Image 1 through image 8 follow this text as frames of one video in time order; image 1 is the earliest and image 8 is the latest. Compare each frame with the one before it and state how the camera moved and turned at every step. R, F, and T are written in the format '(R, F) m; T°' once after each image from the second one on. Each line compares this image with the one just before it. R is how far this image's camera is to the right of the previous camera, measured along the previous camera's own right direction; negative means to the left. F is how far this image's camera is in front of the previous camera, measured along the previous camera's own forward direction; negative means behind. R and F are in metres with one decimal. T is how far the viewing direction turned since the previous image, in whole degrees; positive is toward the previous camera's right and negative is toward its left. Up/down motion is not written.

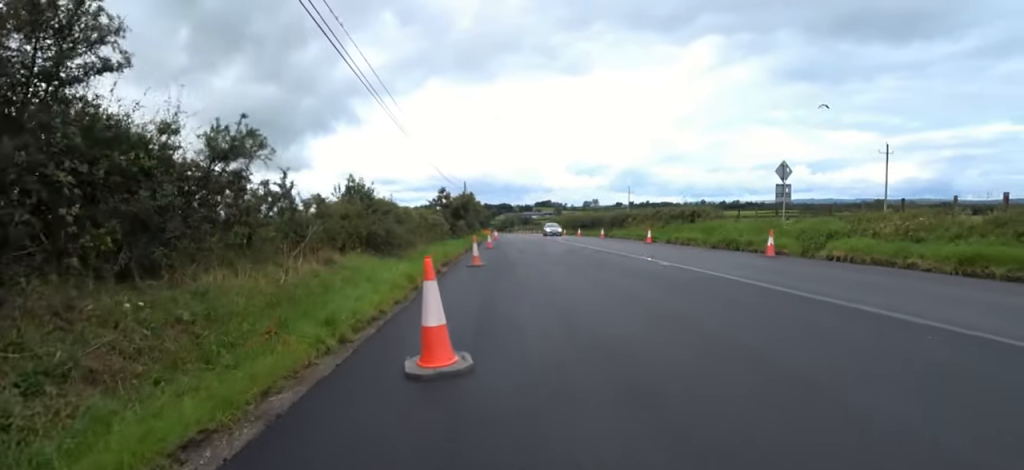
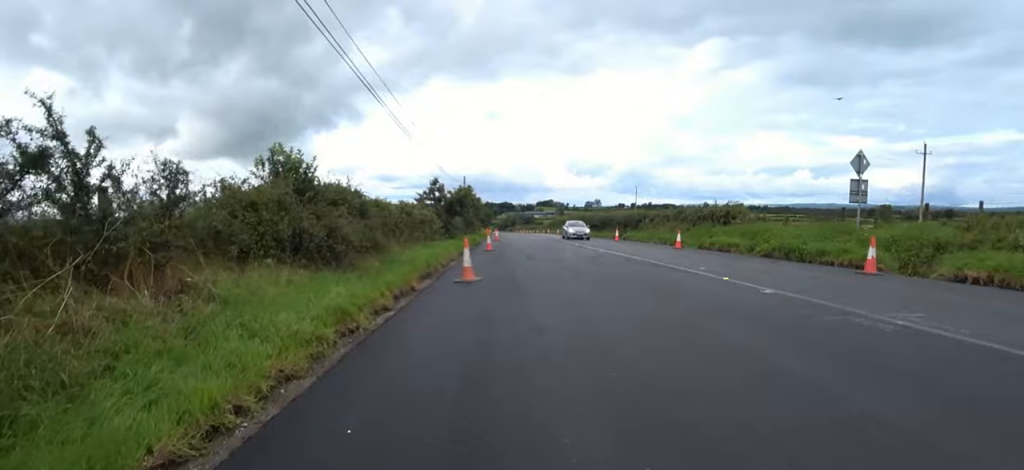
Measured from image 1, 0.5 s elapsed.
(-0.4, +4.4) m; +3°
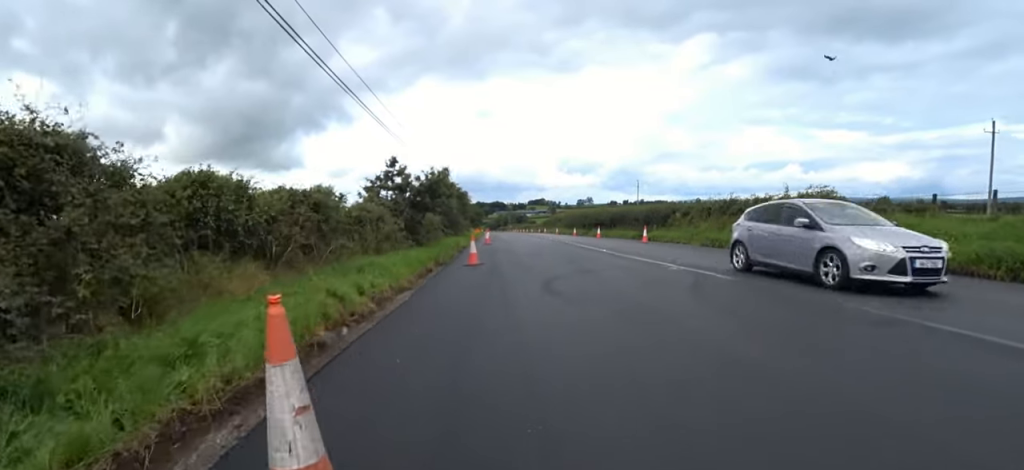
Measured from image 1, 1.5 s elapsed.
(+0.6, +8.2) m; +3°
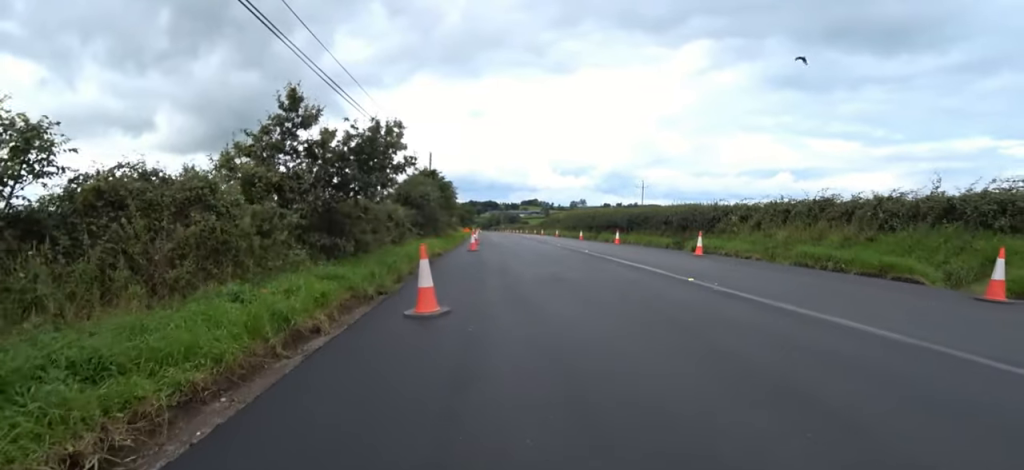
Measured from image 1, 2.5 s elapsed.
(-0.2, +8.1) m; -1°
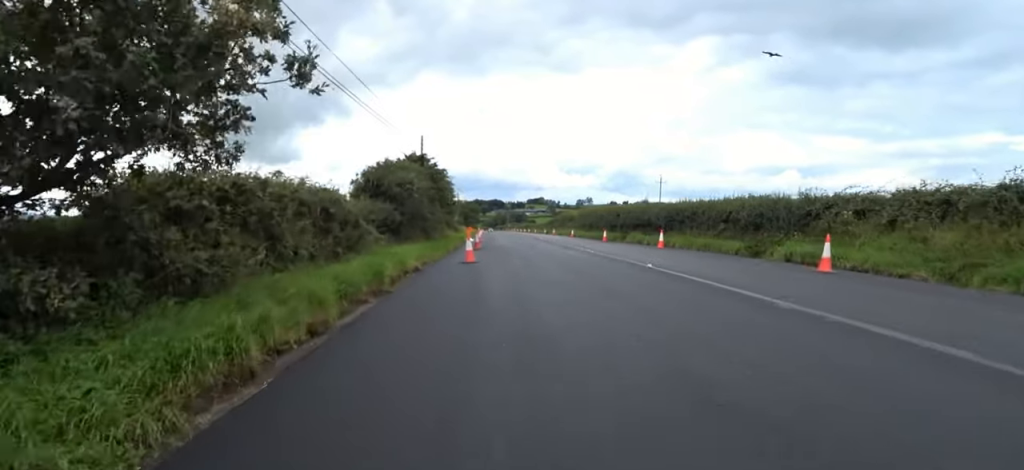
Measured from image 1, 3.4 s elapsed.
(-0.2, +6.8) m; 0°
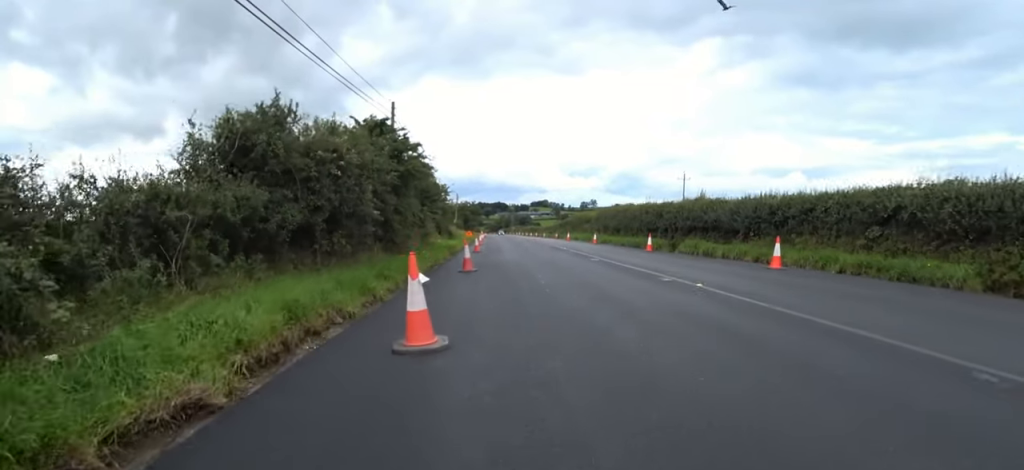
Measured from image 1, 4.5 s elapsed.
(+0.3, +9.4) m; +1°
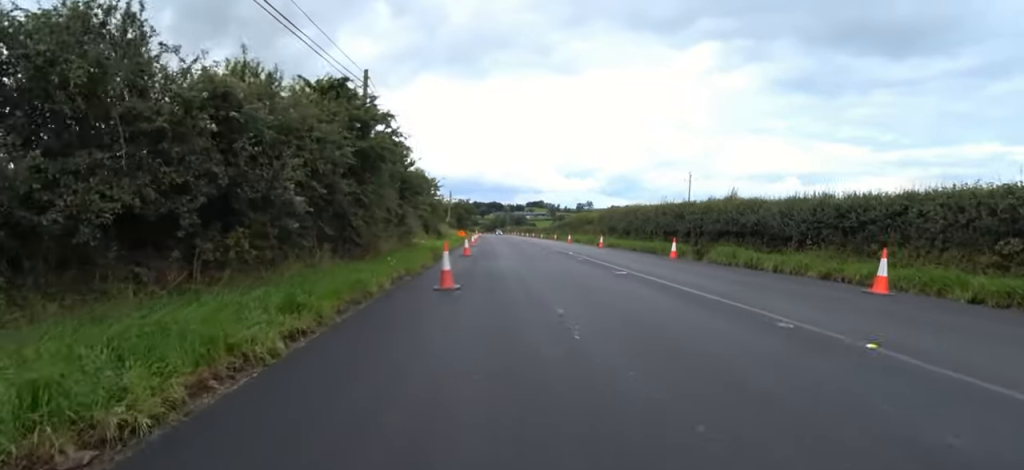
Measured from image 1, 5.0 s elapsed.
(-0.6, +4.2) m; 0°
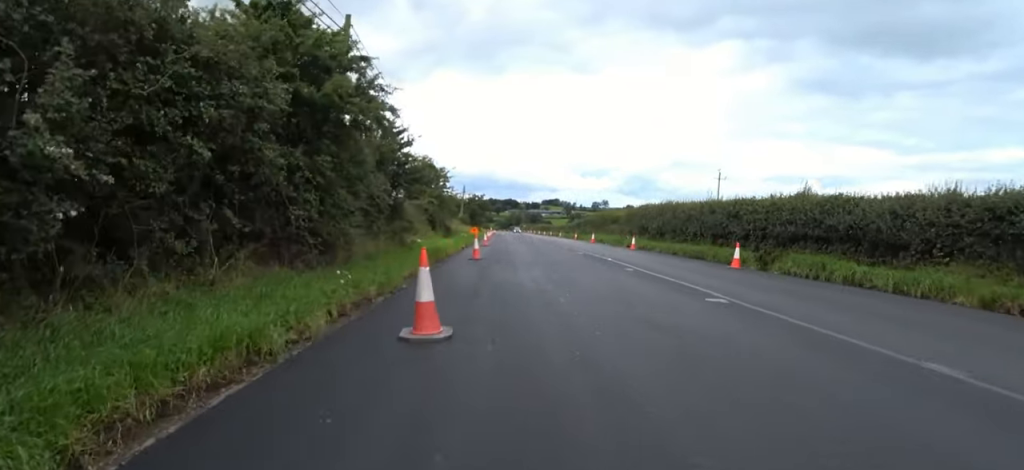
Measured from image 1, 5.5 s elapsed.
(+0.6, +4.2) m; -1°
